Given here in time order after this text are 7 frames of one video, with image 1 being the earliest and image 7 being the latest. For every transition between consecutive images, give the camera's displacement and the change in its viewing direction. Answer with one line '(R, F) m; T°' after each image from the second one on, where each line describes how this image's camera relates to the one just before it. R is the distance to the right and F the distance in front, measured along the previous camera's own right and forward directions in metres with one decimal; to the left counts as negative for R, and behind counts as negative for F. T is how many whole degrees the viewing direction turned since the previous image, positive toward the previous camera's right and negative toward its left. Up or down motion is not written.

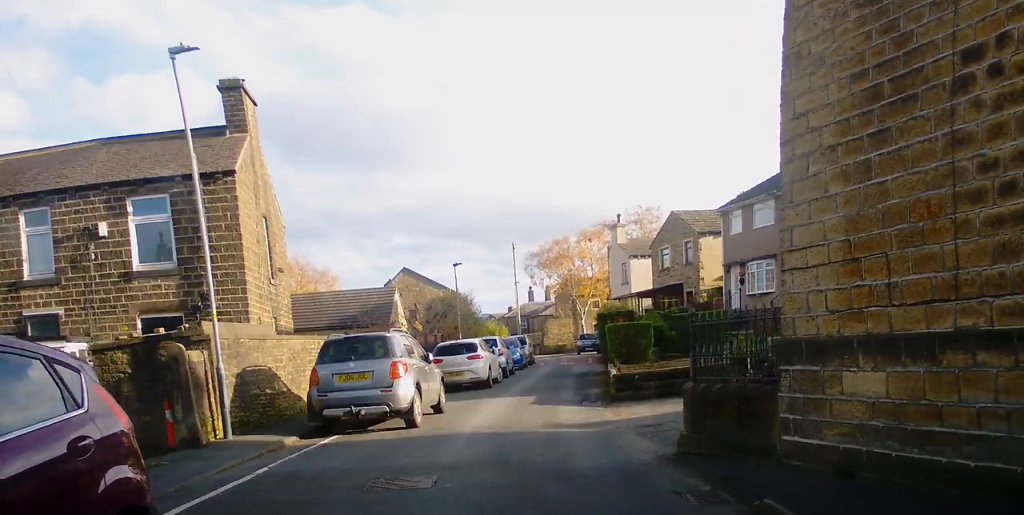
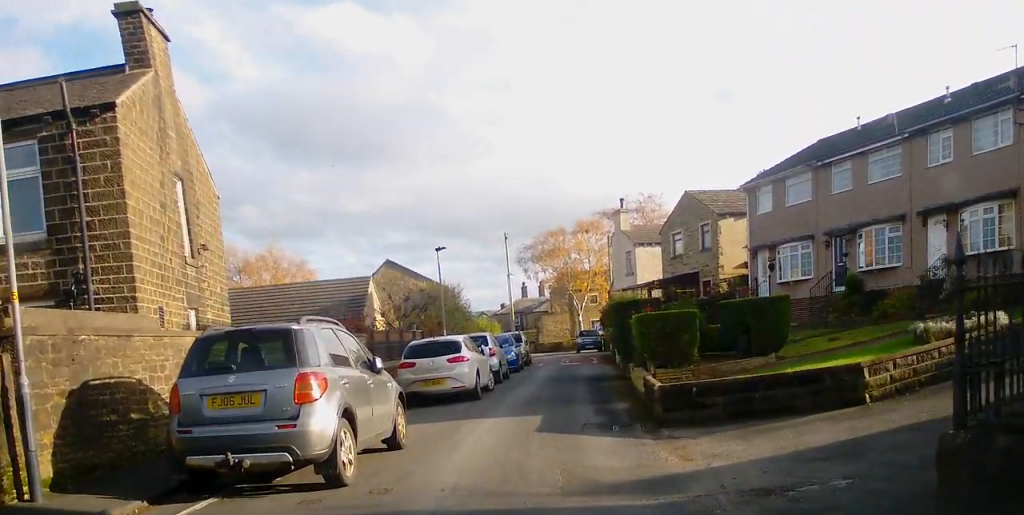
(-0.5, +6.4) m; -4°
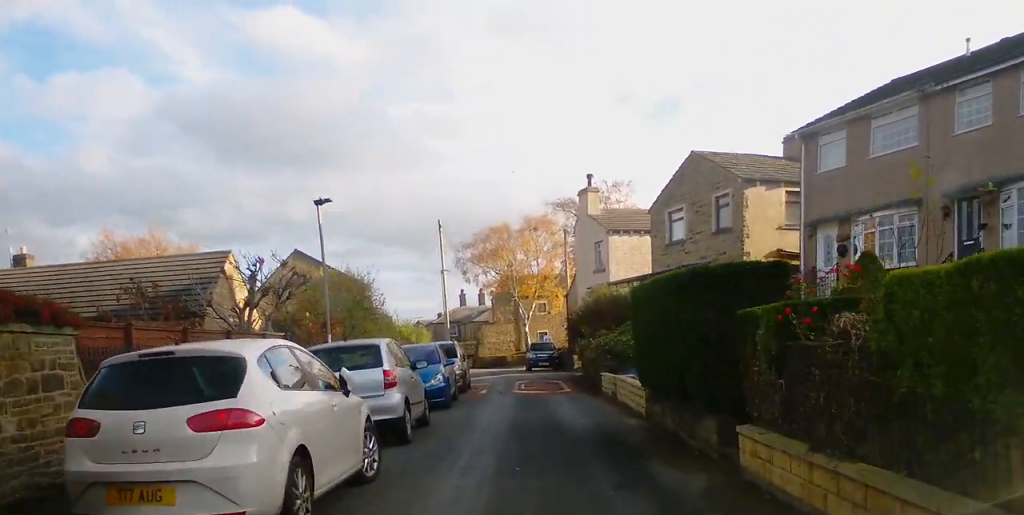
(-0.8, +12.9) m; -3°
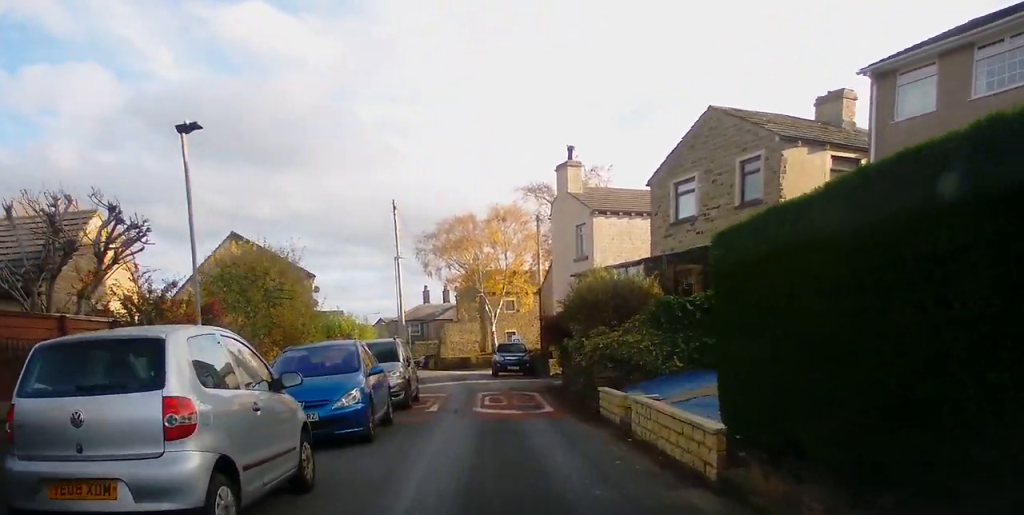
(+0.4, +6.0) m; +2°
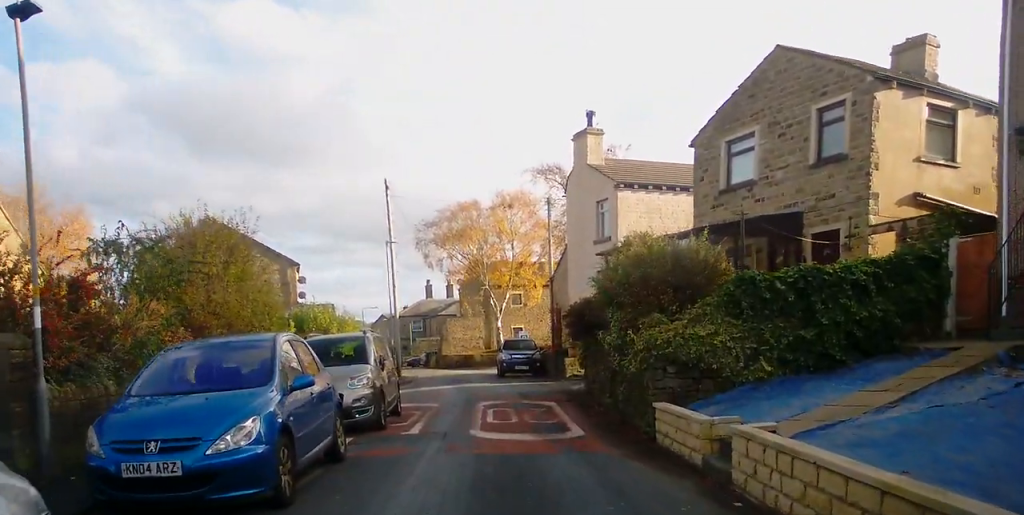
(-0.3, +4.7) m; 0°
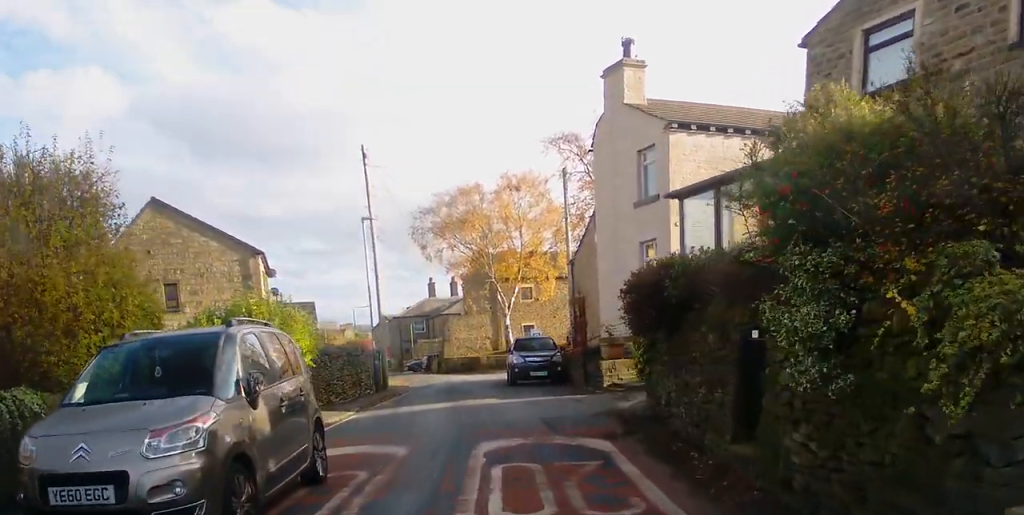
(+0.3, +6.8) m; -2°
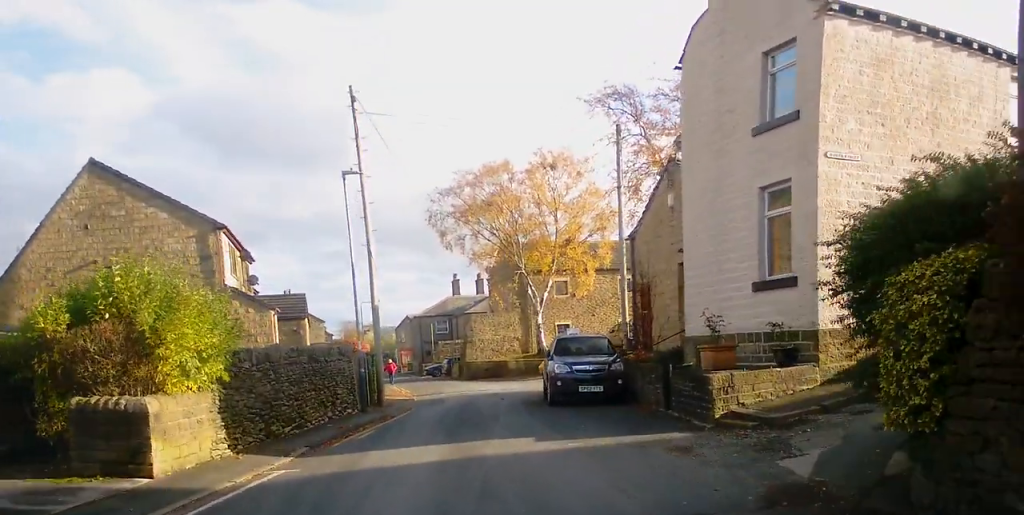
(-0.8, +7.2) m; -7°
